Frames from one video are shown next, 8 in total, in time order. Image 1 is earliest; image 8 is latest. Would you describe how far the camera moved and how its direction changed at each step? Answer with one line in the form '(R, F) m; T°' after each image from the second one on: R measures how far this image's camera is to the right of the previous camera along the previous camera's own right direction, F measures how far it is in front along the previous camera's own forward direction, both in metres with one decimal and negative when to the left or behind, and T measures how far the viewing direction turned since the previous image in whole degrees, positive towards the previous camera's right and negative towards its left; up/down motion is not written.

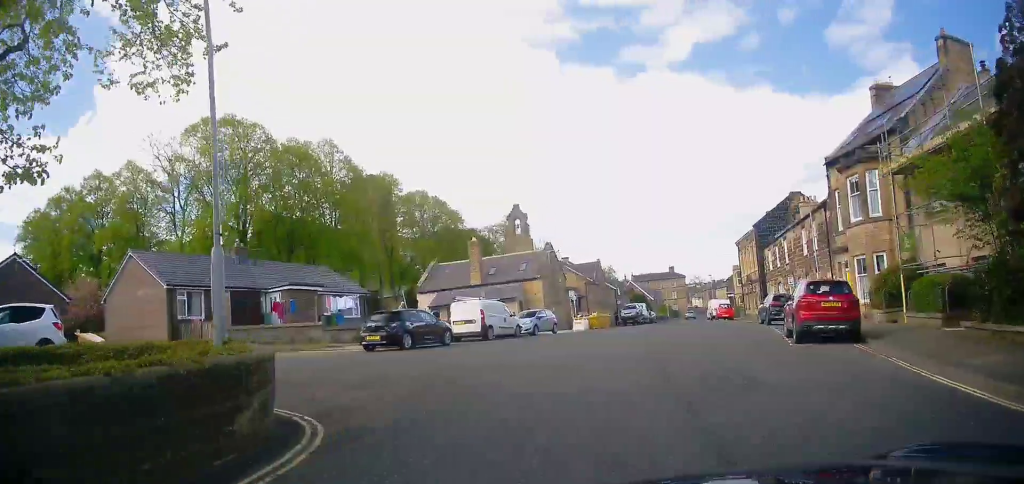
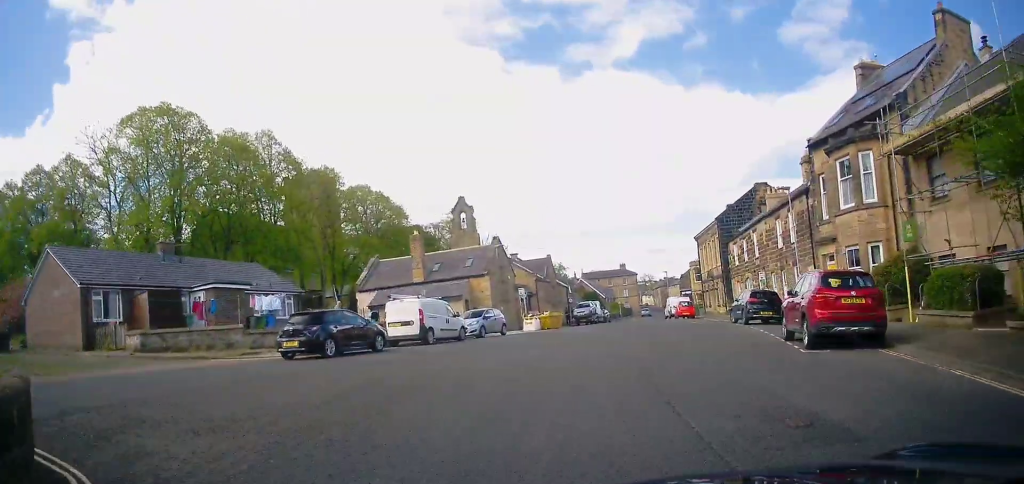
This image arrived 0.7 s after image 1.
(-0.1, +3.0) m; +4°
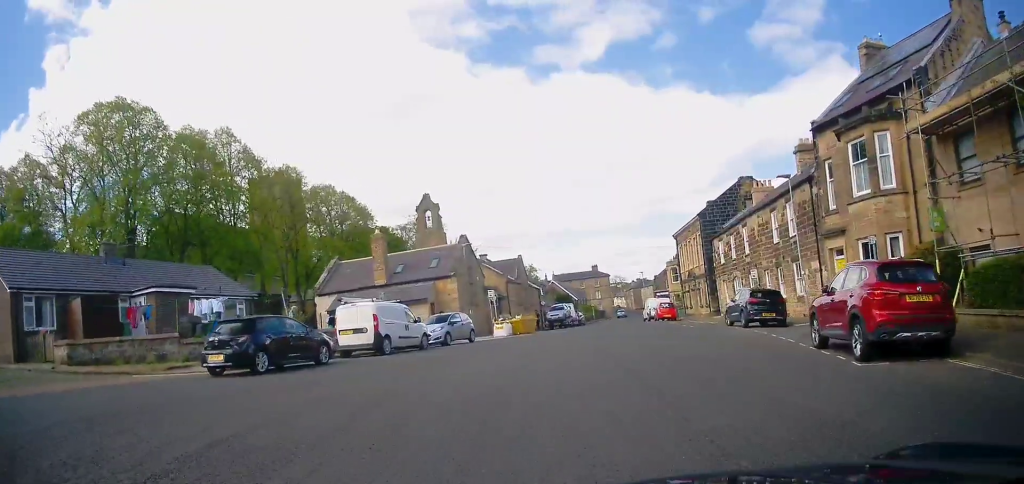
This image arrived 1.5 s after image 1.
(-0.1, +3.1) m; +4°
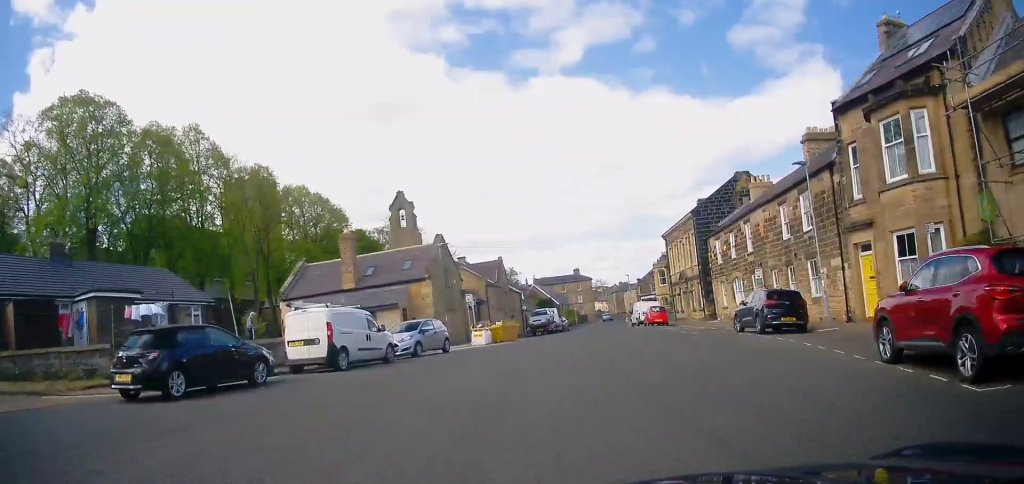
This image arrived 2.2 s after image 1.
(+0.8, +3.0) m; +2°
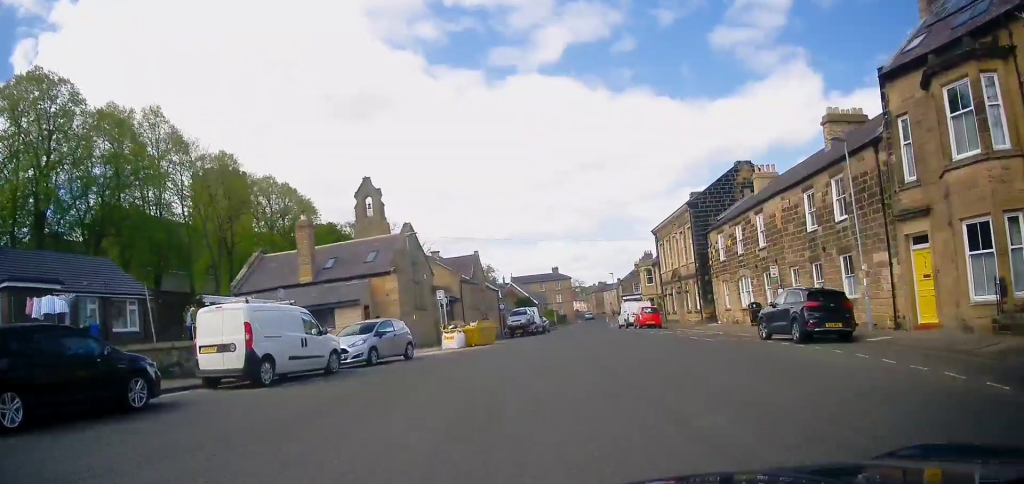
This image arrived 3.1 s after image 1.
(-0.8, +3.9) m; 0°
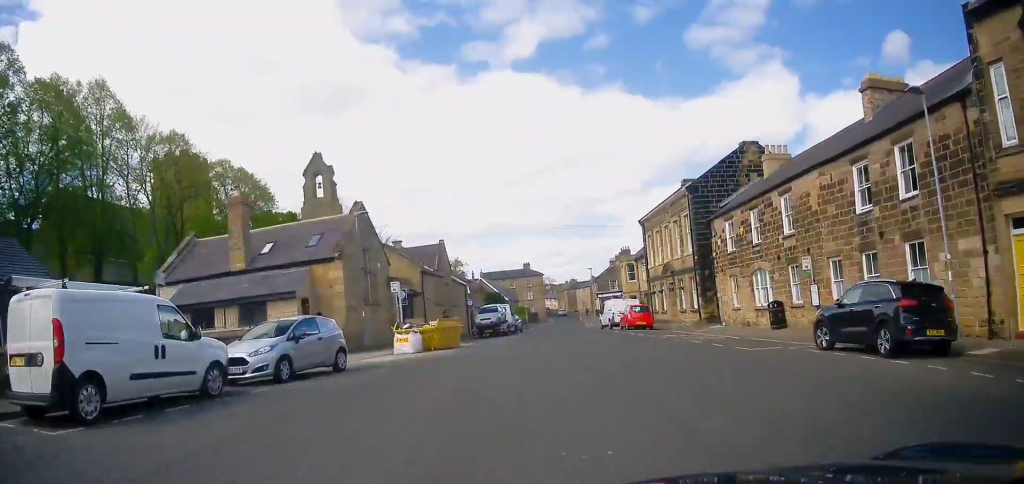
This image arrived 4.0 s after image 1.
(+0.7, +4.7) m; +6°
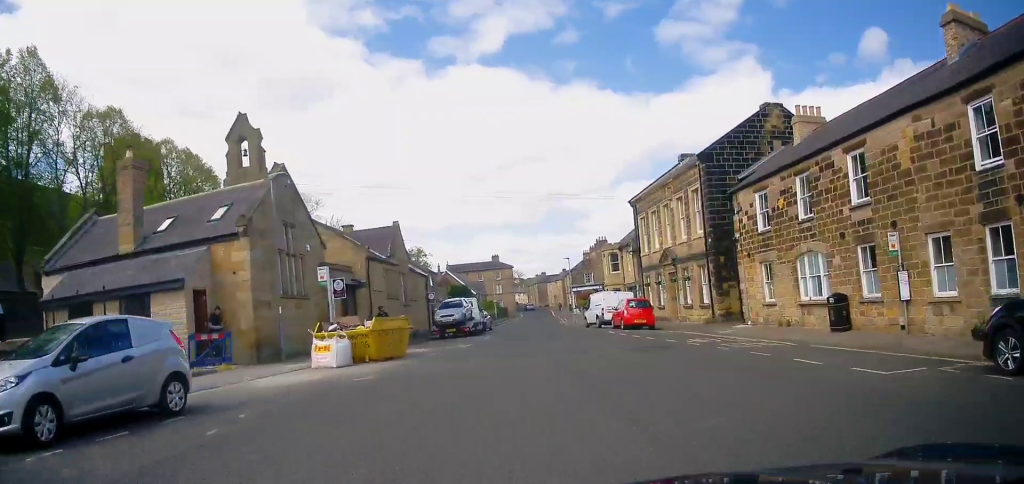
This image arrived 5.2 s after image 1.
(-0.1, +6.3) m; +2°
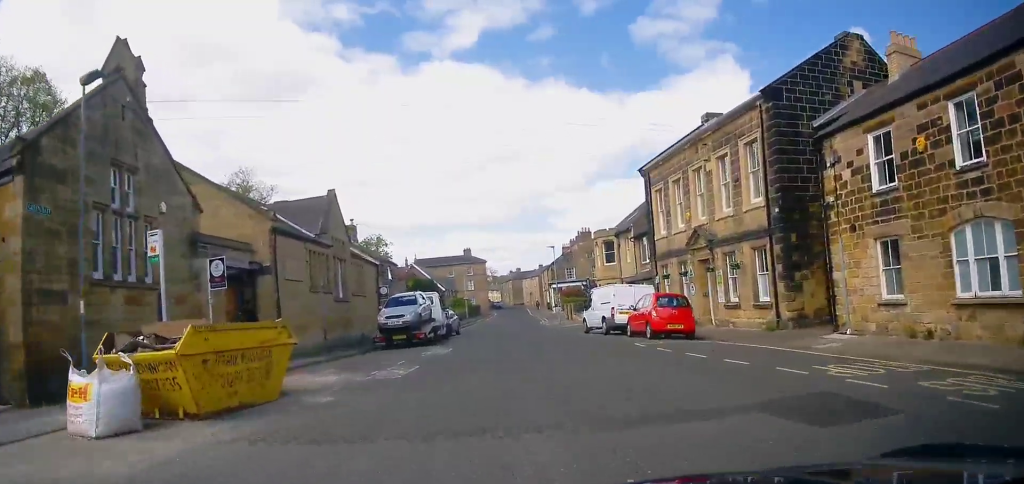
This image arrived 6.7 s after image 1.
(+0.8, +9.3) m; +3°
